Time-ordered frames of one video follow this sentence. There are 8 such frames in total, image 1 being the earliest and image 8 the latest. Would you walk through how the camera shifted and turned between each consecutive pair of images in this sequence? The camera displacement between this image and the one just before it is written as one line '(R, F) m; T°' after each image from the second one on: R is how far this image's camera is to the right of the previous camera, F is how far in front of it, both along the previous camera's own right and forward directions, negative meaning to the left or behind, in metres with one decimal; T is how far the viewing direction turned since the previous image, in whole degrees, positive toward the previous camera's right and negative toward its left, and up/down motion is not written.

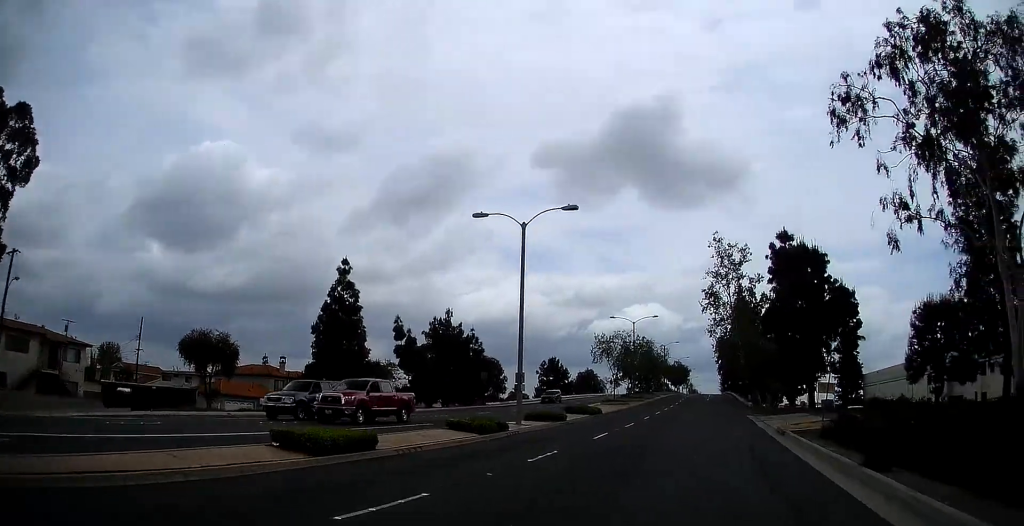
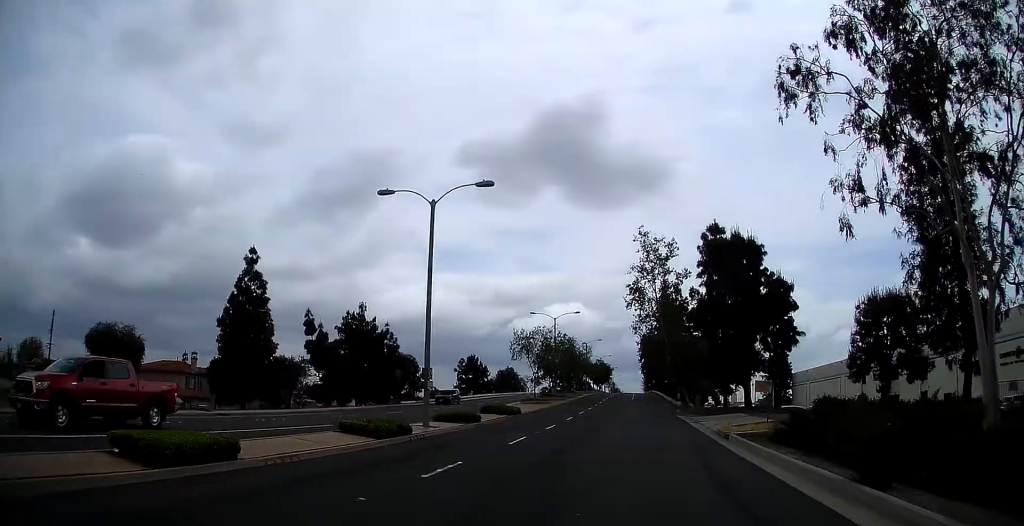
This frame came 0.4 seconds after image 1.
(+0.1, +2.2) m; +10°
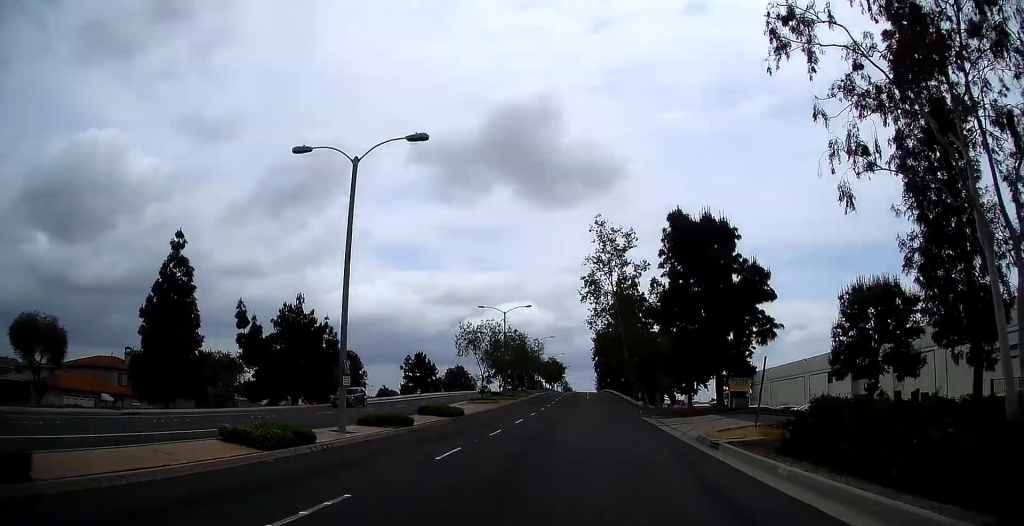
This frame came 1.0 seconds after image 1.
(+0.4, +3.7) m; +7°
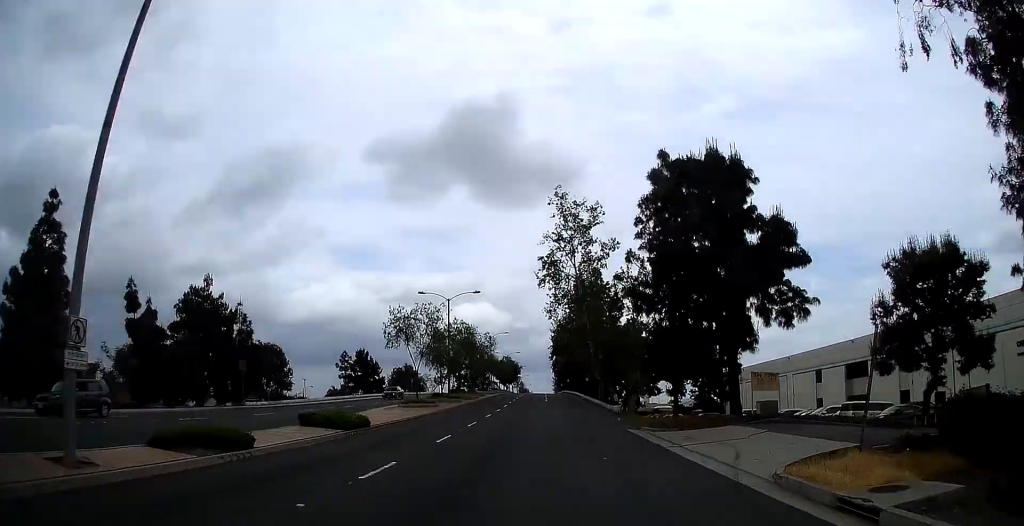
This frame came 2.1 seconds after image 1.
(+0.8, +8.6) m; +9°
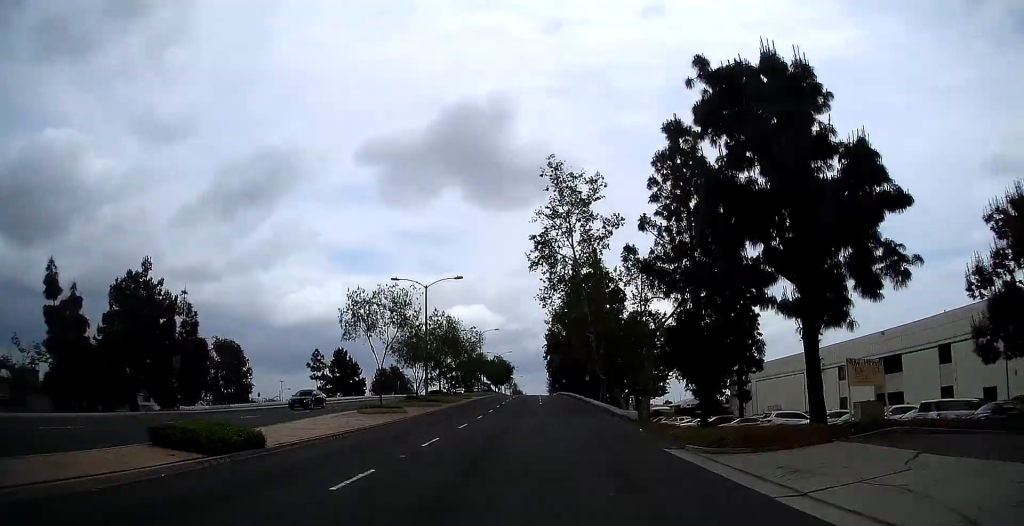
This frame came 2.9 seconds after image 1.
(+0.3, +7.6) m; +3°
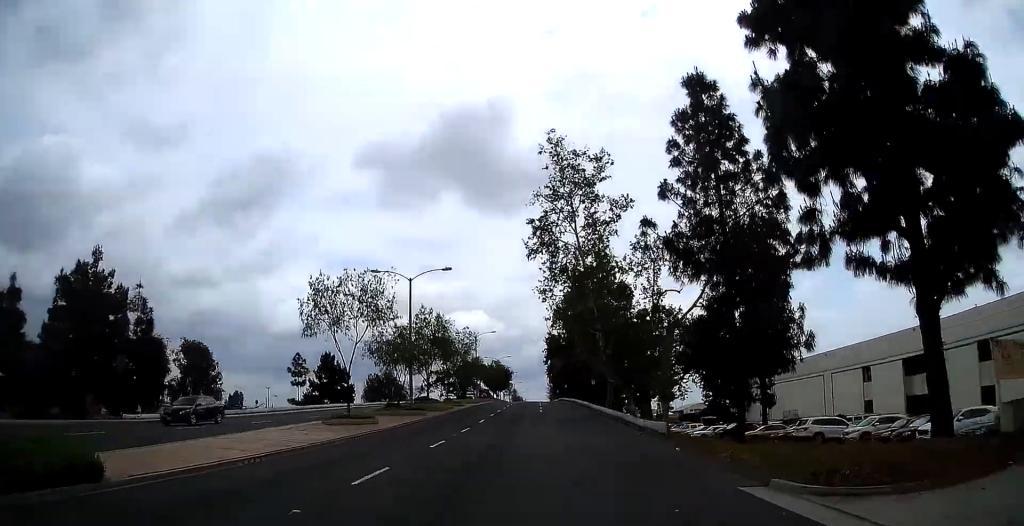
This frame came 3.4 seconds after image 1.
(+0.1, +5.3) m; +1°
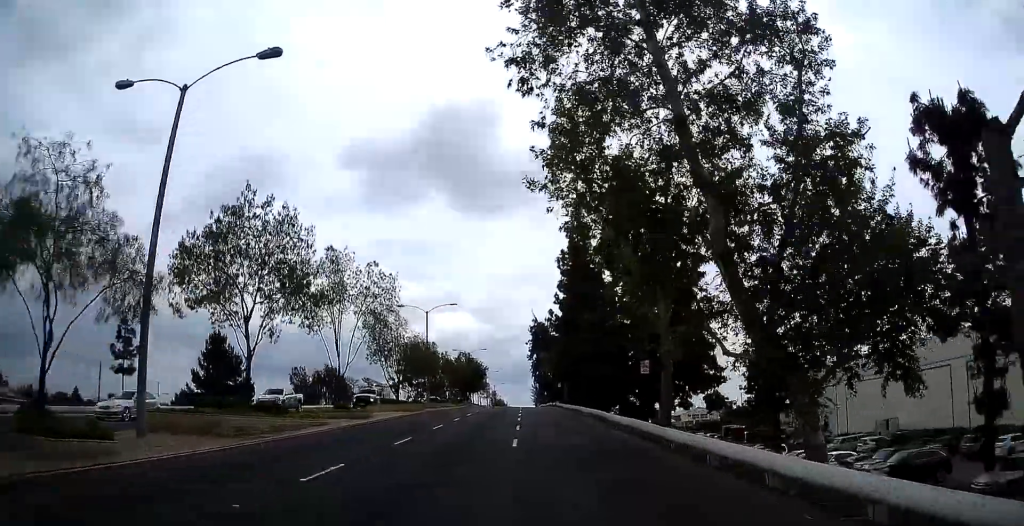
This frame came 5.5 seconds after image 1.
(-0.1, +28.0) m; +1°
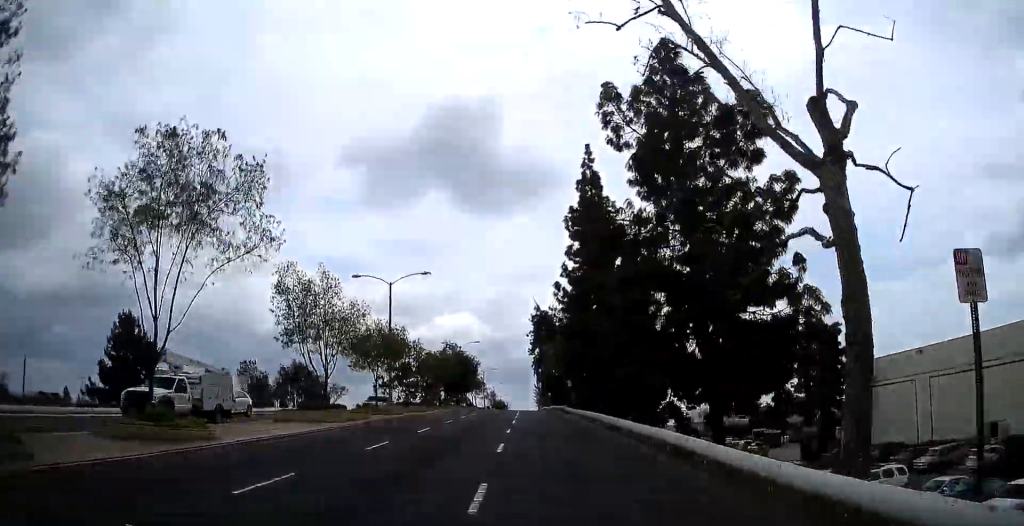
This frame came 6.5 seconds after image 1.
(+0.4, +15.4) m; +1°
